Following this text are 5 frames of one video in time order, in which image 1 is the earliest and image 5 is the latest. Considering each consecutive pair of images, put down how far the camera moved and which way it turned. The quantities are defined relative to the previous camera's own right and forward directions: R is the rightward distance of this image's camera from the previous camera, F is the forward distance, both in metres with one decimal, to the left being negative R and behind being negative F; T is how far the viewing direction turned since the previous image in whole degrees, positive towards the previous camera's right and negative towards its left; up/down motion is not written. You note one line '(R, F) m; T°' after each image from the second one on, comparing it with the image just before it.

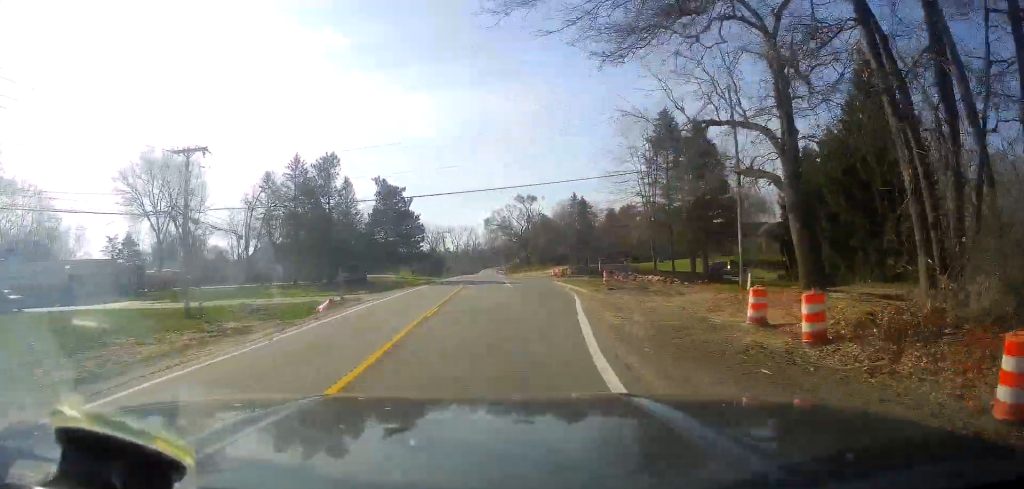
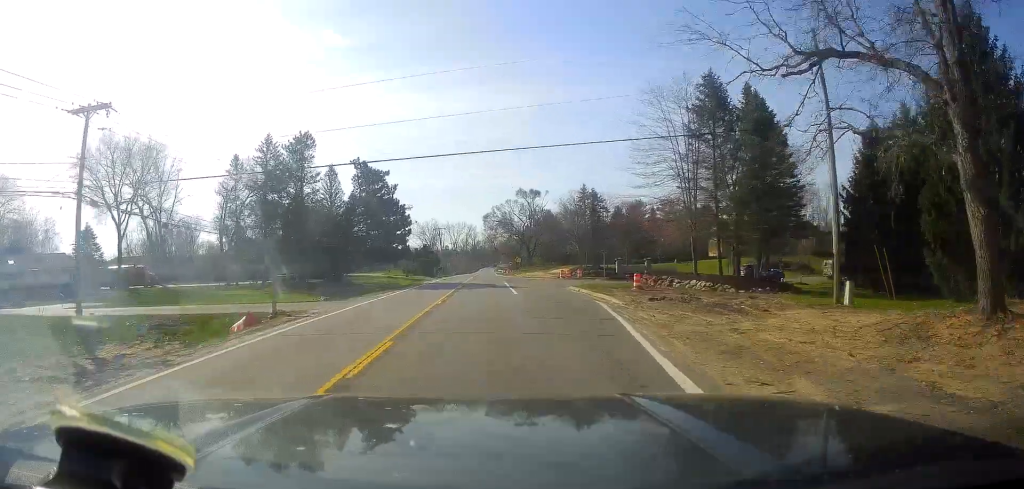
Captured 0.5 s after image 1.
(+0.1, +10.0) m; 0°
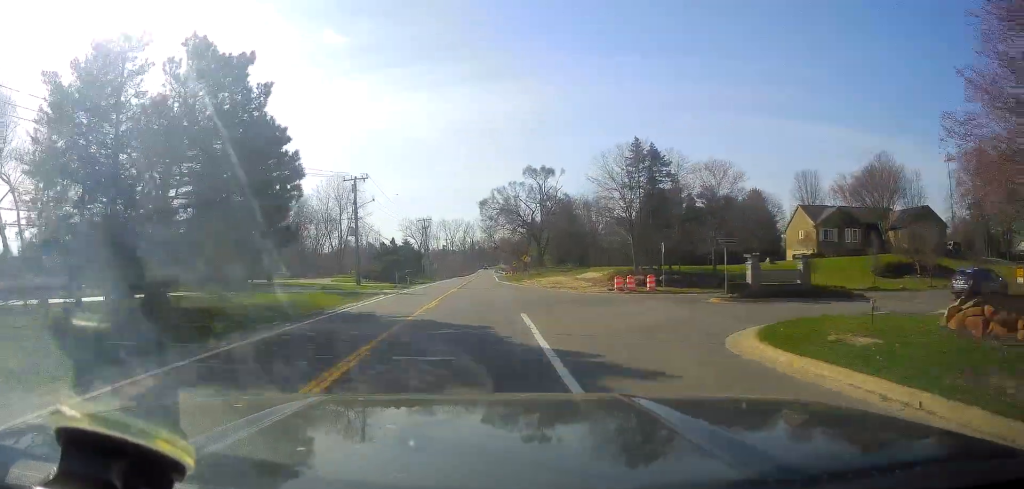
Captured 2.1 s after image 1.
(-0.1, +31.2) m; -2°
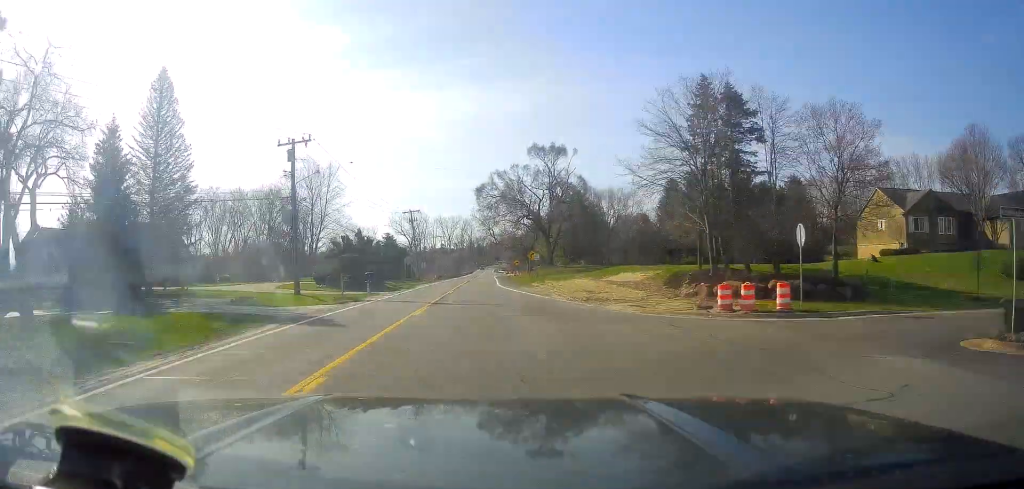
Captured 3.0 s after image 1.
(-0.3, +17.9) m; 0°
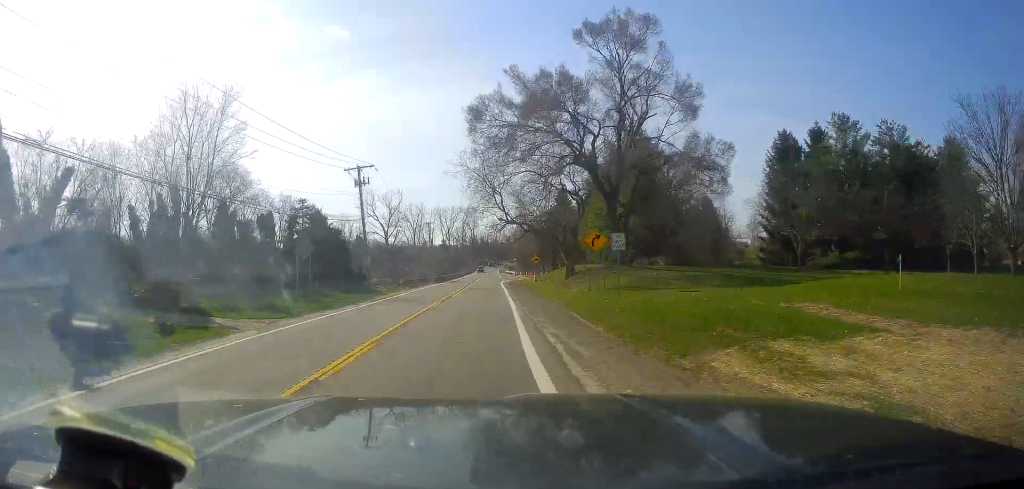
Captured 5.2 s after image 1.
(+0.2, +42.5) m; -1°
